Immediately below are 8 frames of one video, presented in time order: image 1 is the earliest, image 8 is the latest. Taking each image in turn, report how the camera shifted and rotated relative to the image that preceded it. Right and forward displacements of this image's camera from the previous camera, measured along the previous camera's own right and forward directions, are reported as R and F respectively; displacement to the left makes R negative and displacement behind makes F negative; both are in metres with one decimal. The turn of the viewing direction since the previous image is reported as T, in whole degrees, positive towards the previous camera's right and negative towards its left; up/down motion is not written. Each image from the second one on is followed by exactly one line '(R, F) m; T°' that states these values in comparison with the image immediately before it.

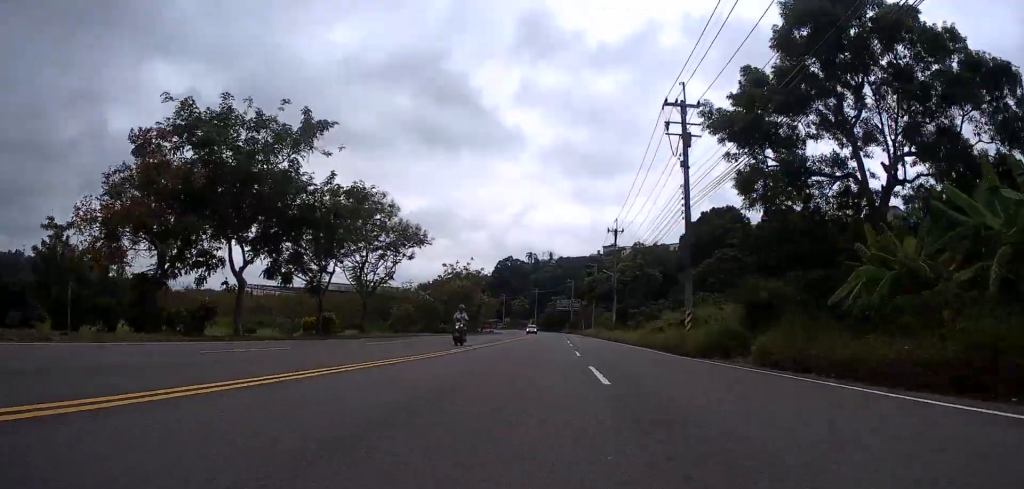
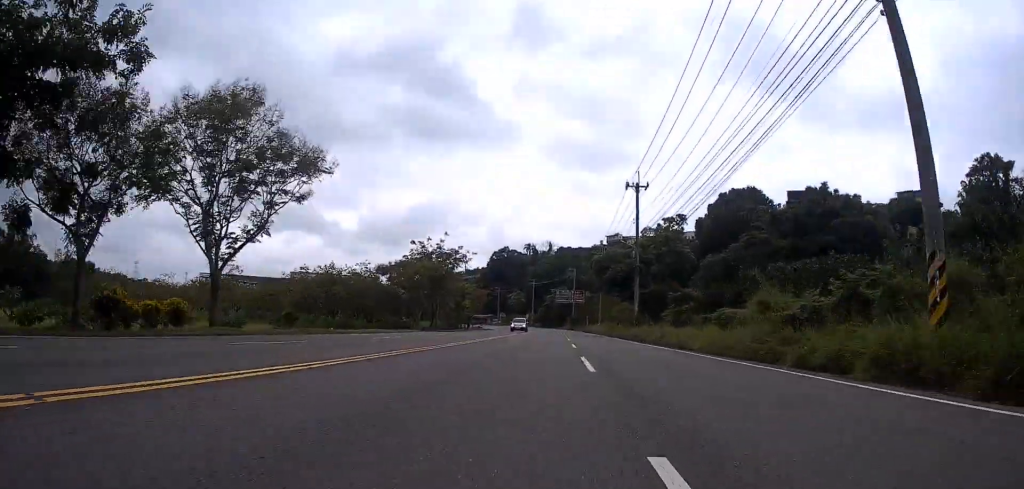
(0.0, +20.4) m; 0°
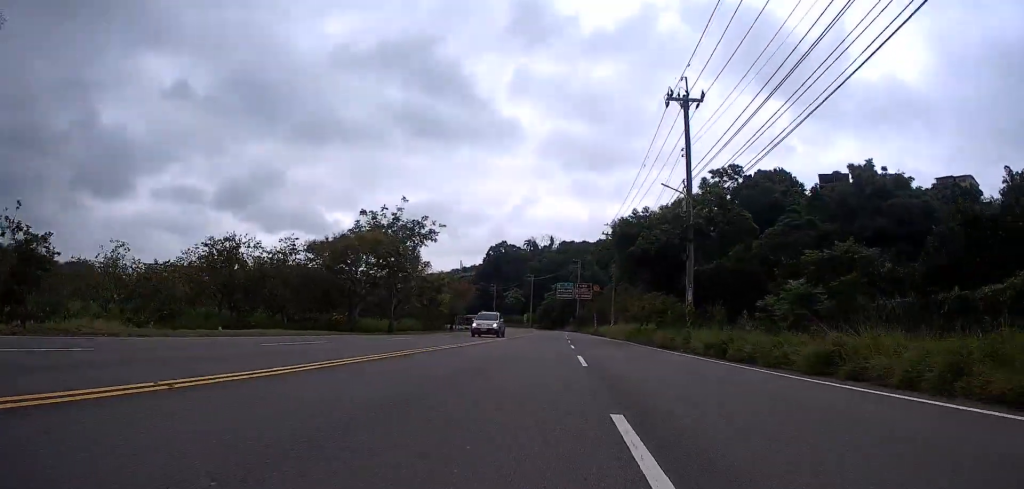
(+0.1, +20.8) m; 0°
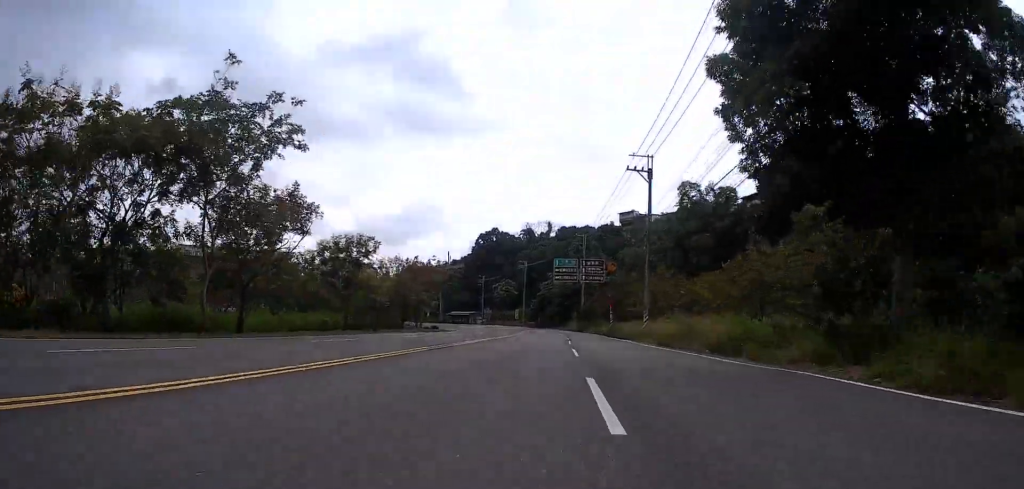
(+0.1, +30.7) m; -1°
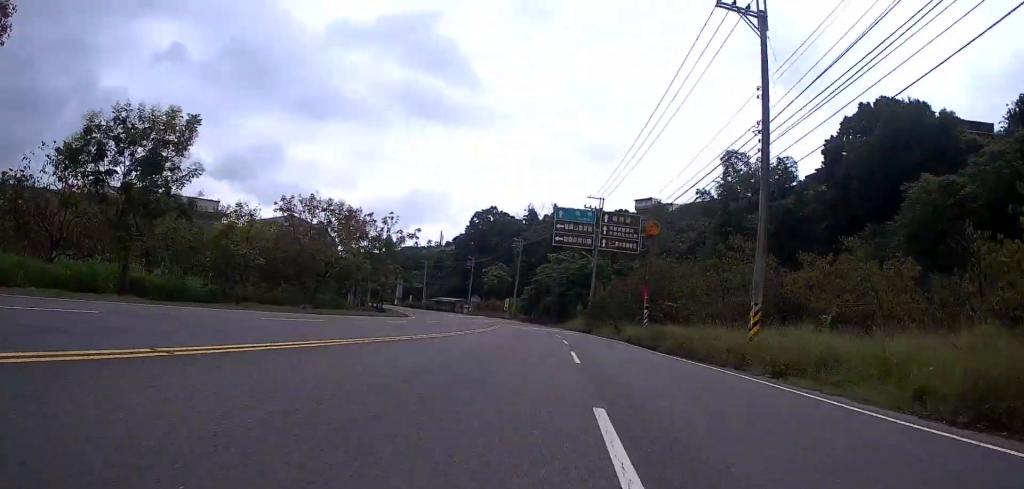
(-0.2, +24.3) m; -3°
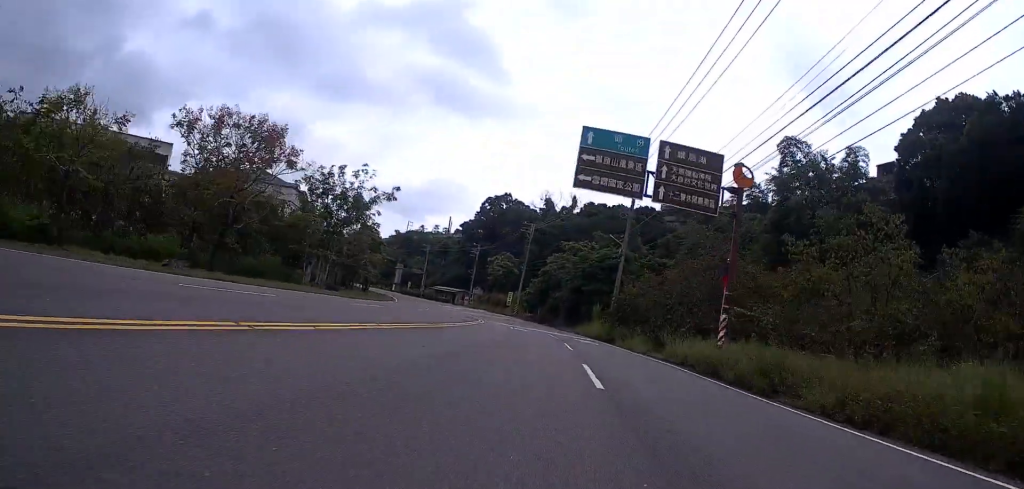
(-0.2, +13.3) m; -4°
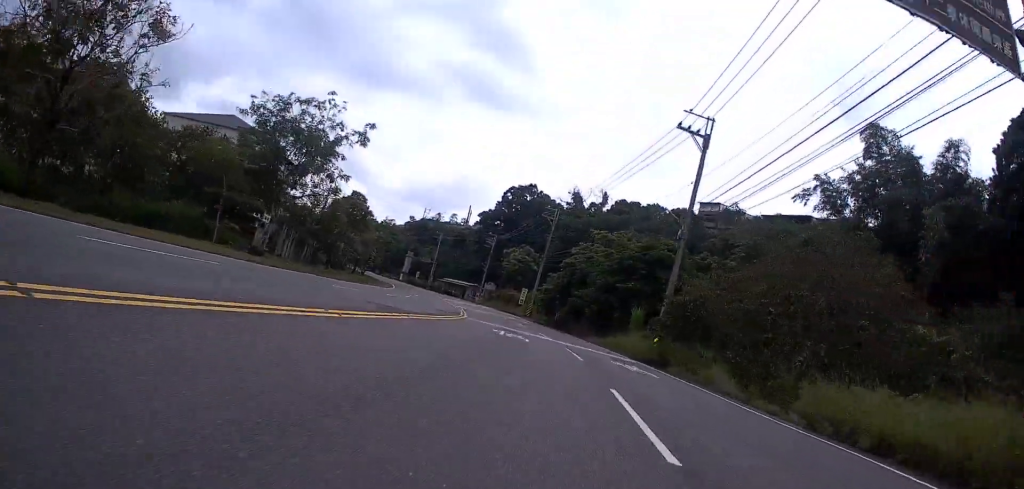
(-0.5, +12.4) m; -3°
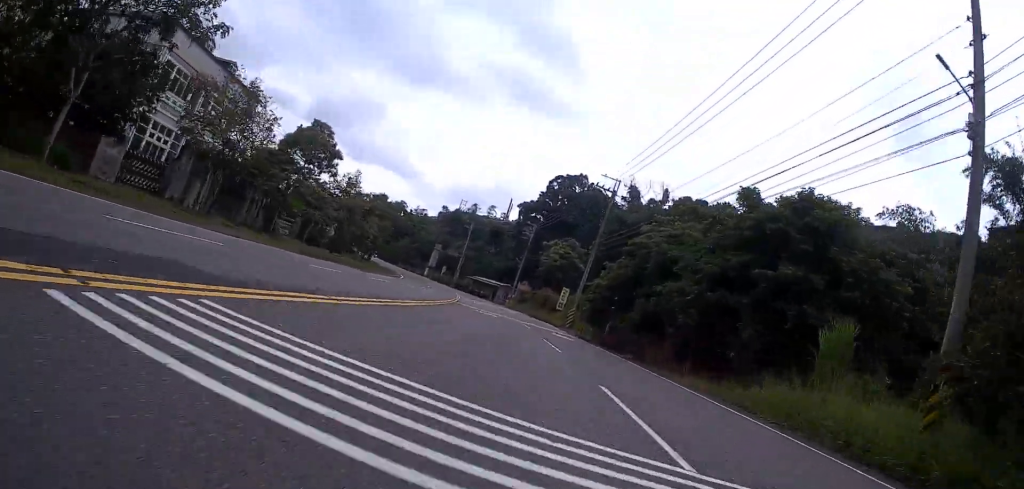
(-0.9, +18.3) m; -5°
